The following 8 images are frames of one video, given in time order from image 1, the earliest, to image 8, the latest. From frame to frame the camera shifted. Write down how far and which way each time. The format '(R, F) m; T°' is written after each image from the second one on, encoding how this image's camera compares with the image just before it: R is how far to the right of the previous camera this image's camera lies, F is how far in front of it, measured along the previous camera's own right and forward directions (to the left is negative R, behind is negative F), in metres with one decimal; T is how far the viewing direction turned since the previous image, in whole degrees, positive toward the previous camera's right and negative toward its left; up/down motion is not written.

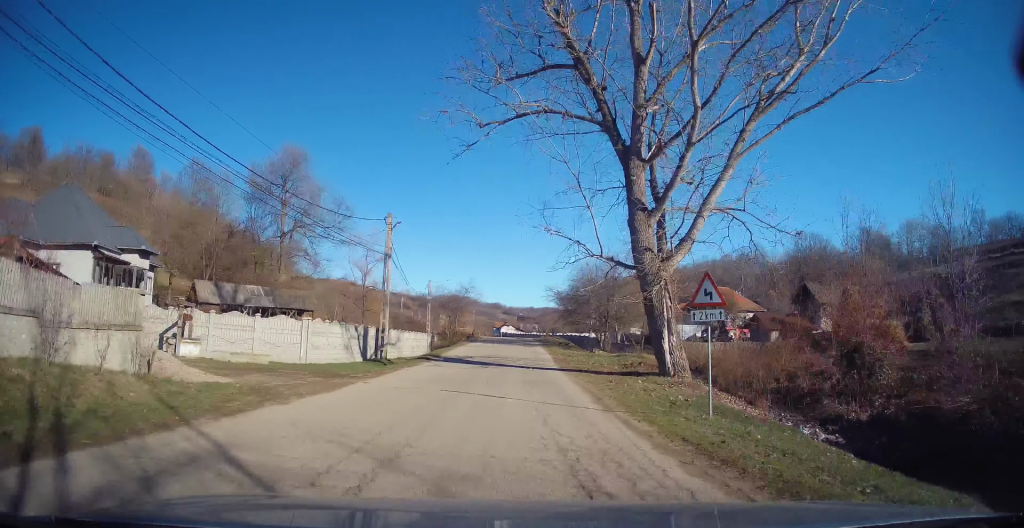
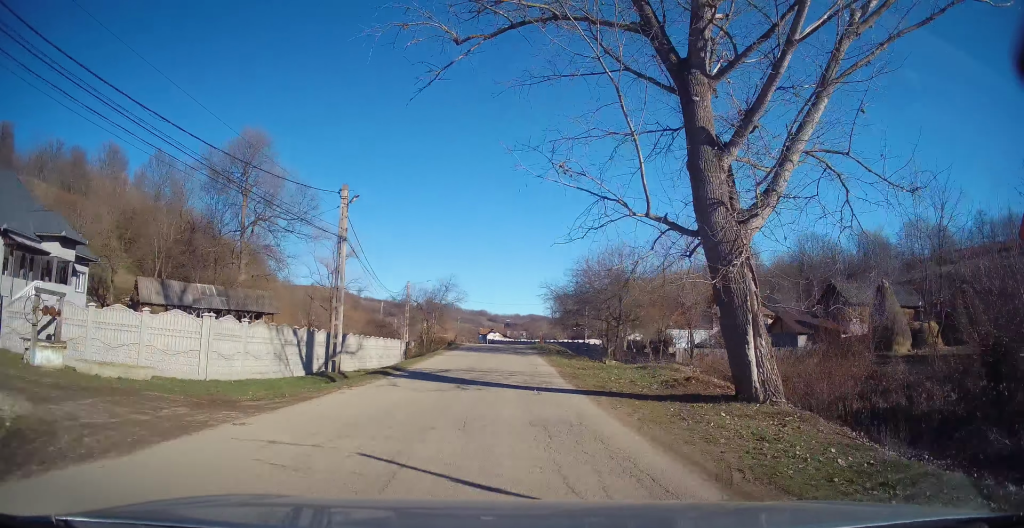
(+0.1, +6.8) m; +2°
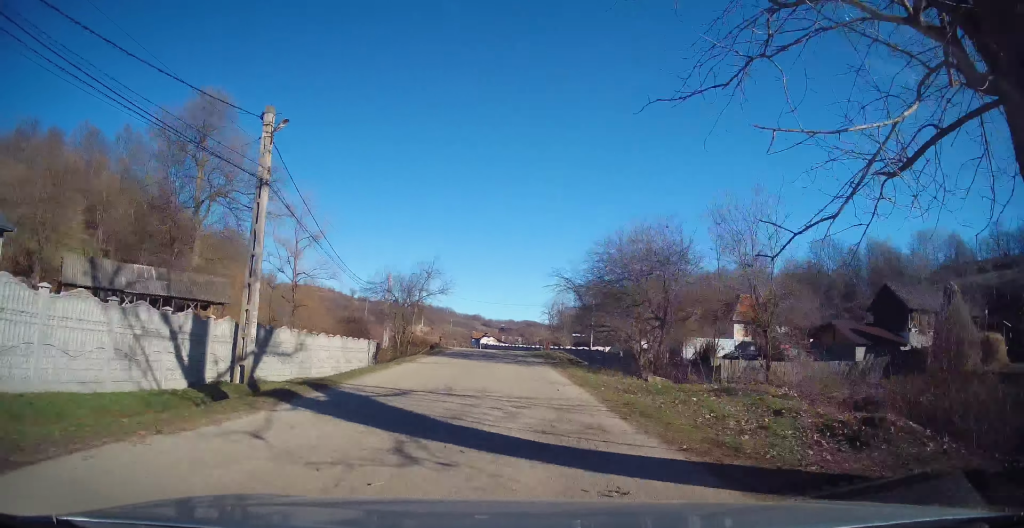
(+0.3, +8.2) m; 0°
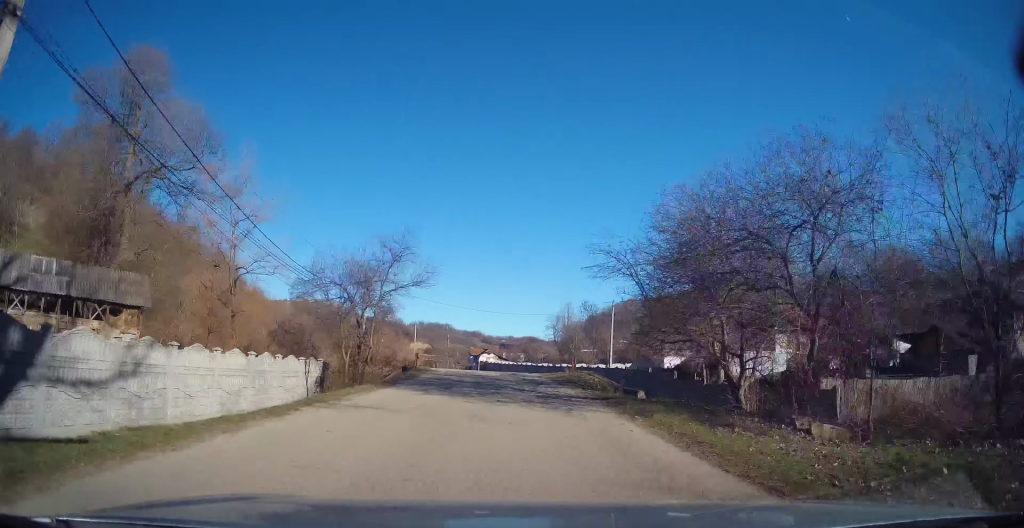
(+0.1, +10.1) m; 0°
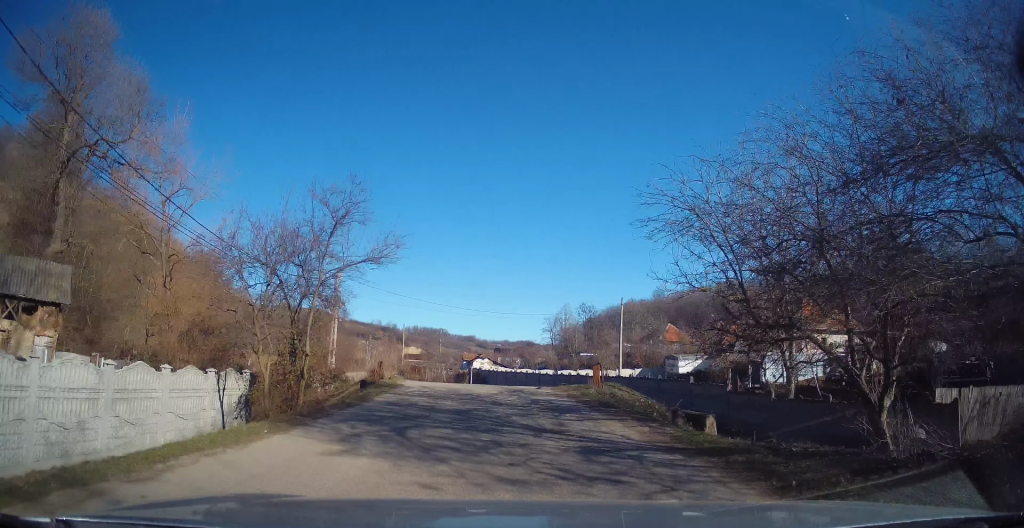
(-0.2, +6.2) m; 0°
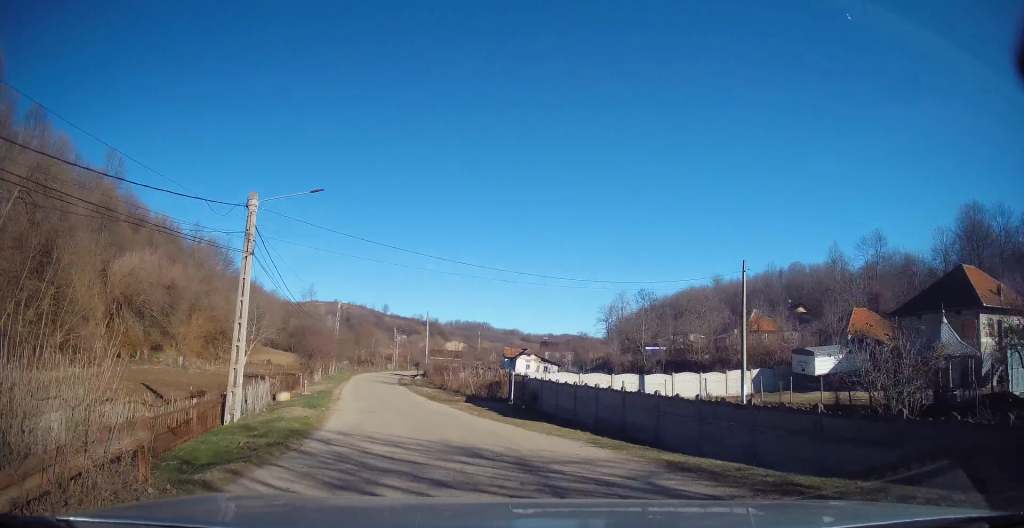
(+0.1, +18.4) m; -5°
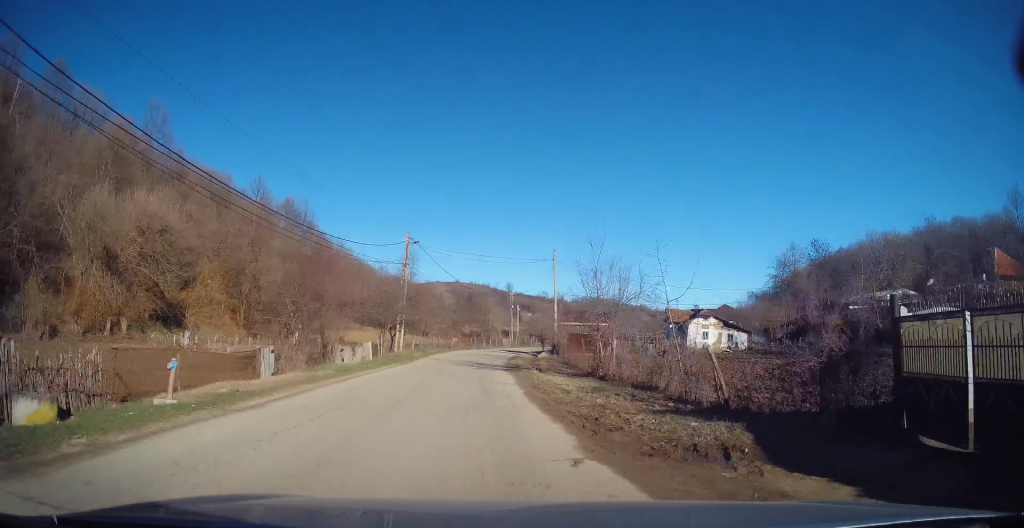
(-3.2, +25.3) m; -11°
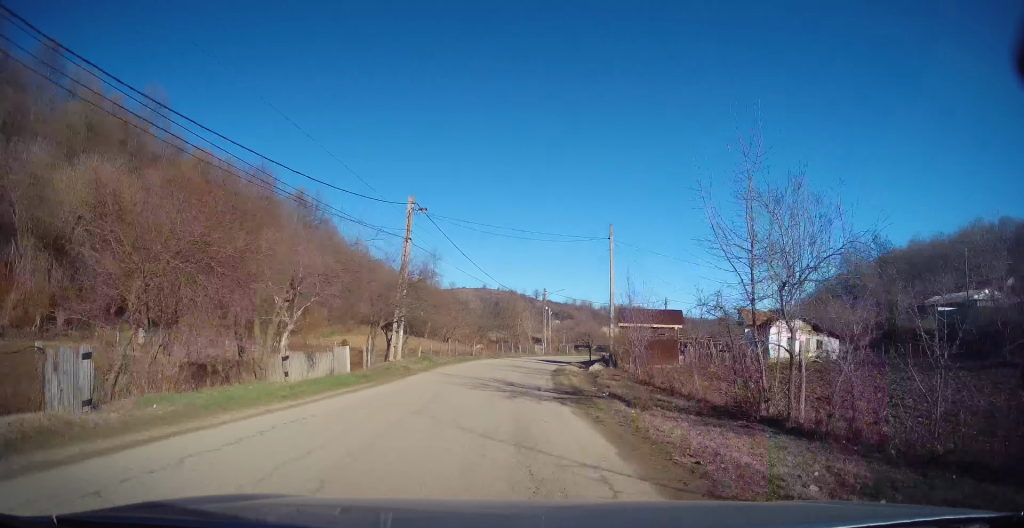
(-0.3, +10.6) m; -2°
